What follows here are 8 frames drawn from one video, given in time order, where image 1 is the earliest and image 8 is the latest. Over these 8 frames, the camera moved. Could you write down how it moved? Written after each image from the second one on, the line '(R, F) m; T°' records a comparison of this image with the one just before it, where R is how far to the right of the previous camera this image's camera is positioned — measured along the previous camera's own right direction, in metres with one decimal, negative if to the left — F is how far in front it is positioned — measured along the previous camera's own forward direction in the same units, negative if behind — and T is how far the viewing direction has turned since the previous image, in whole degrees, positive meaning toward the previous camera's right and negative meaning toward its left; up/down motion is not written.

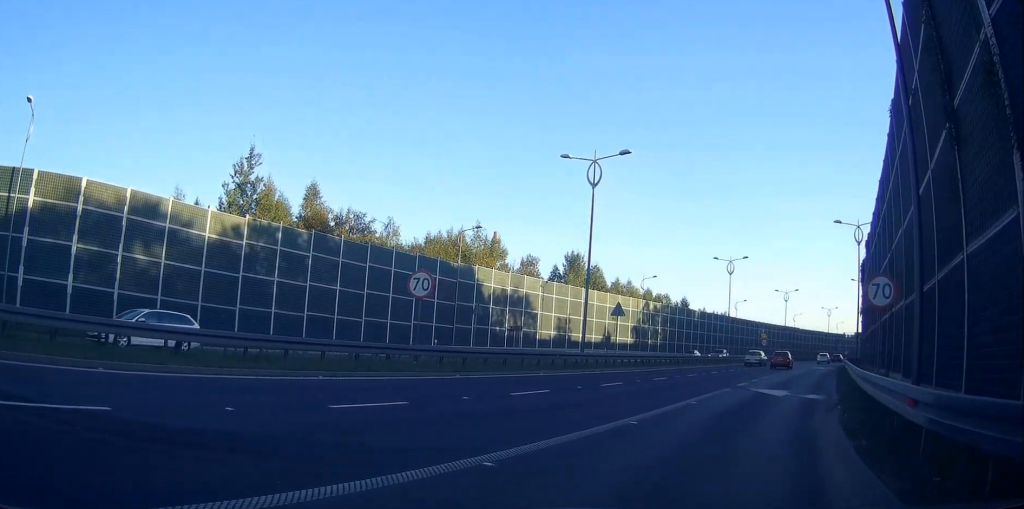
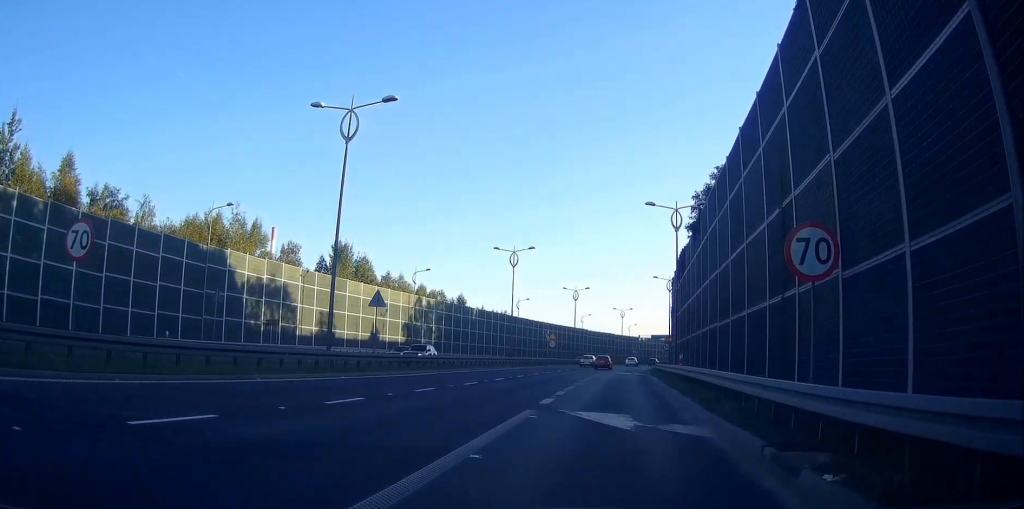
(+0.1, +7.7) m; +1°
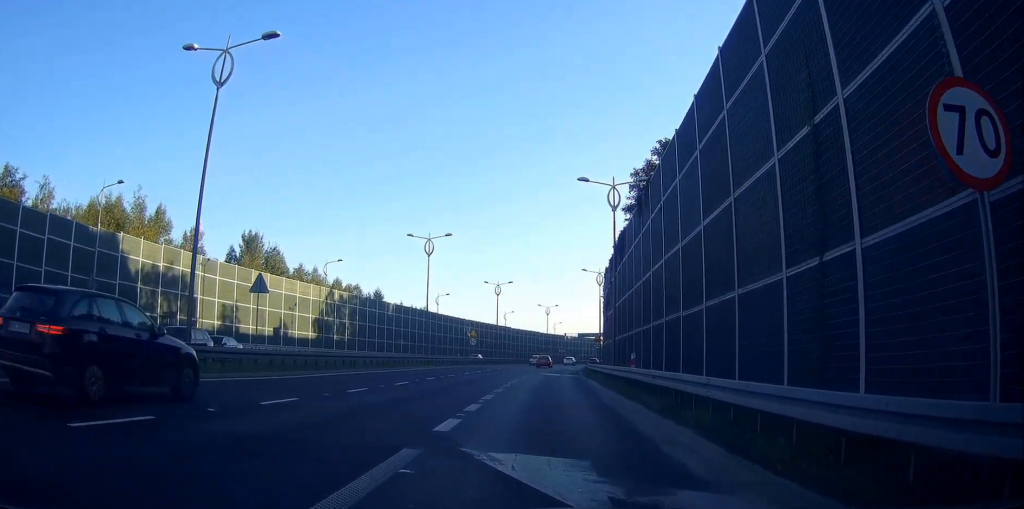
(+0.1, +6.3) m; +4°
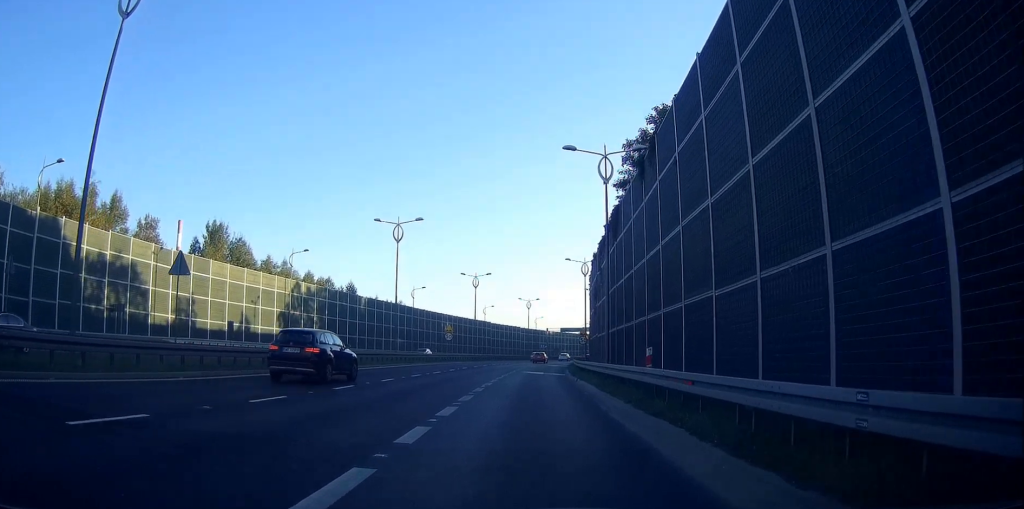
(-0.2, +5.7) m; +5°
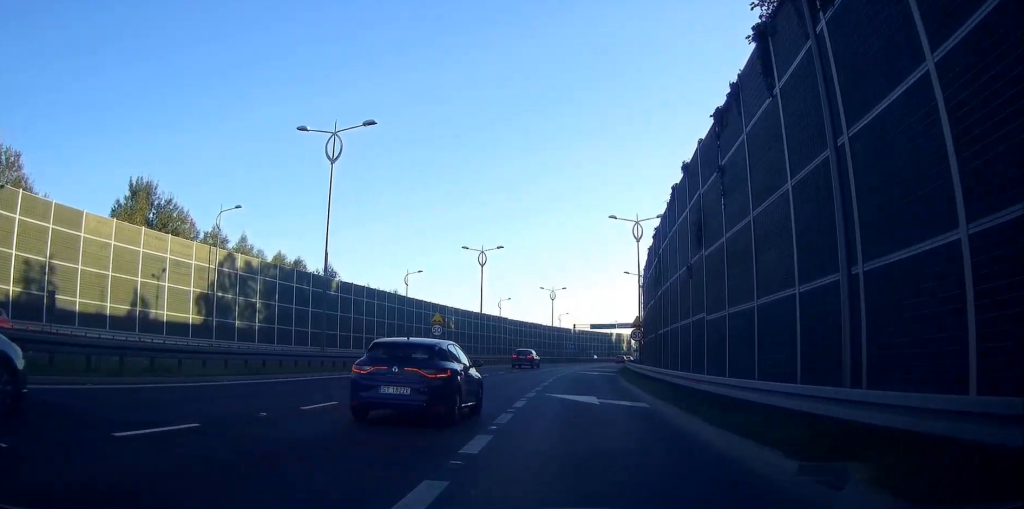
(+2.5, +26.1) m; +6°
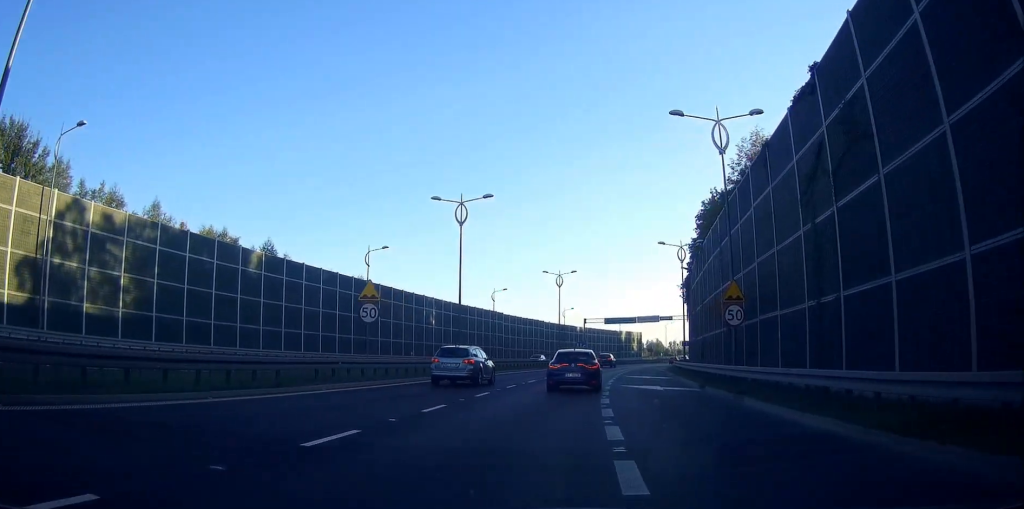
(0.0, +23.6) m; 0°
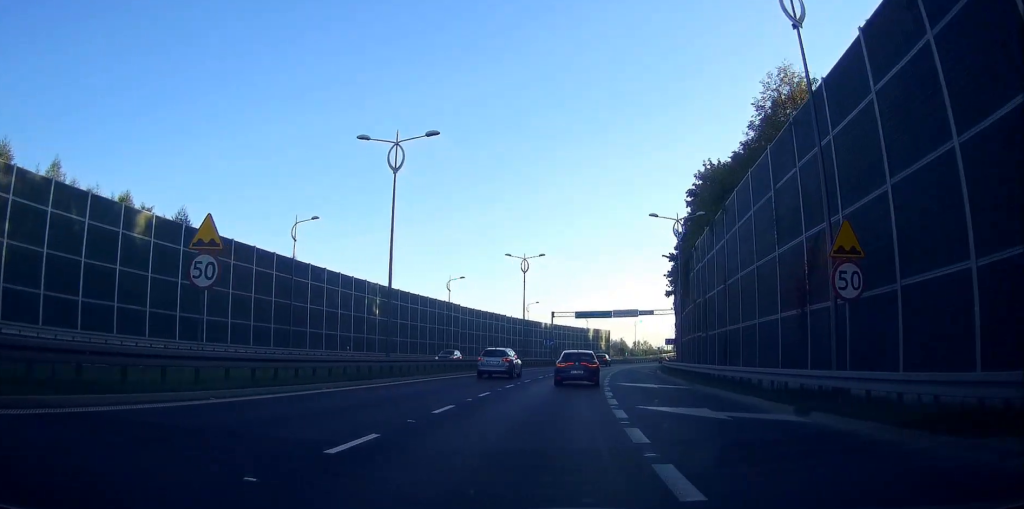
(0.0, +11.9) m; +1°
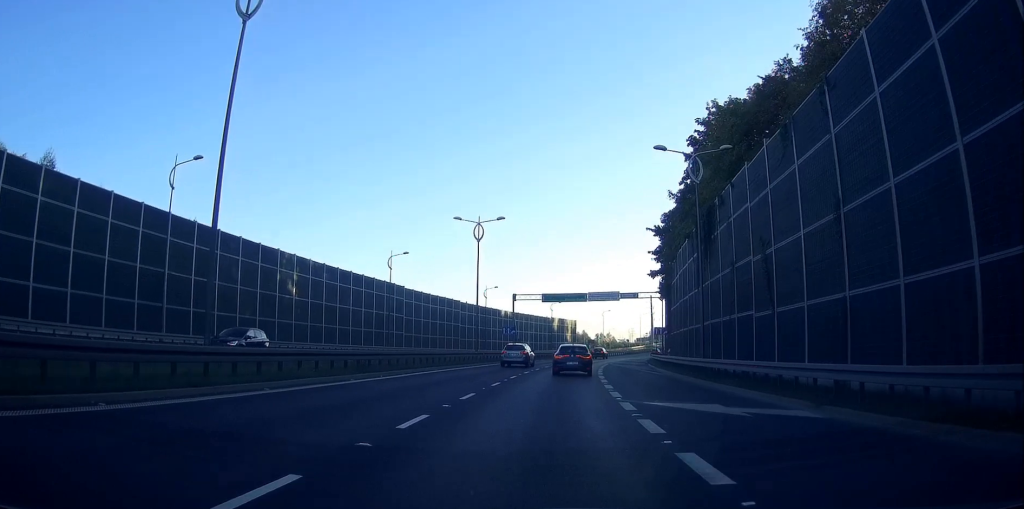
(+0.2, +14.0) m; +4°
